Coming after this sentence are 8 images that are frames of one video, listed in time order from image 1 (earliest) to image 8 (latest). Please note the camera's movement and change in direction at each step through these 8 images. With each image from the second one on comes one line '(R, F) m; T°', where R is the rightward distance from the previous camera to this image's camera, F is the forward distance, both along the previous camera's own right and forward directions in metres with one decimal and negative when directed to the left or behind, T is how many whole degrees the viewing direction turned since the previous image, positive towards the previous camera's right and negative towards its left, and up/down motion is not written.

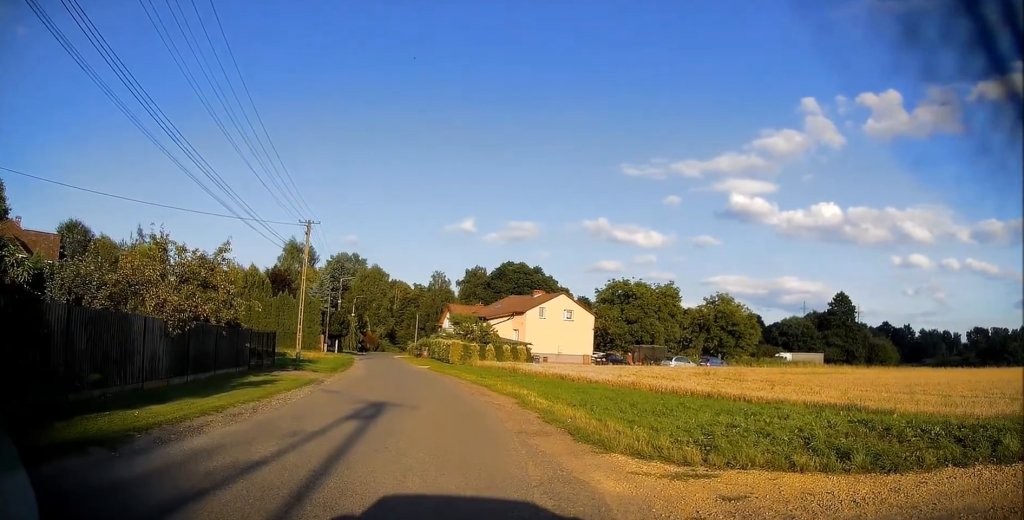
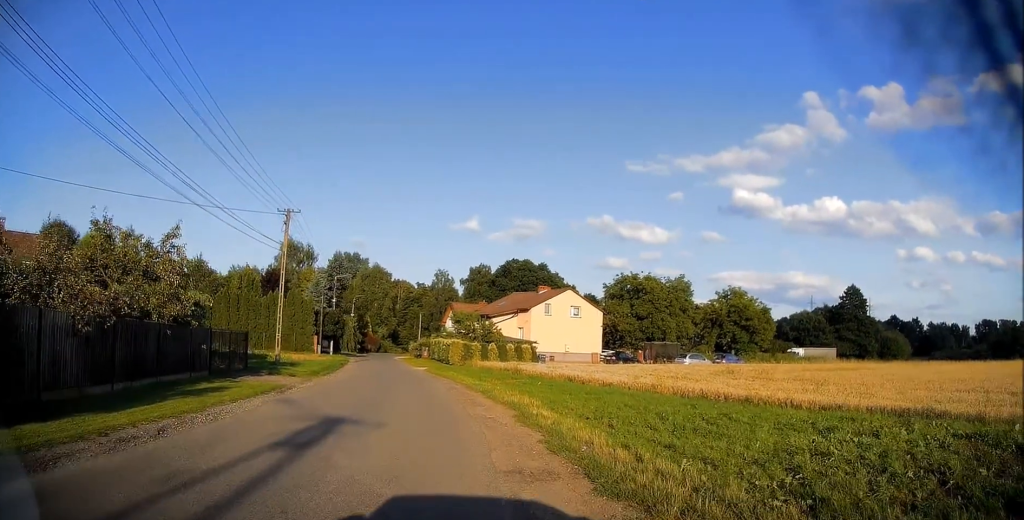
(+0.1, +2.3) m; +3°
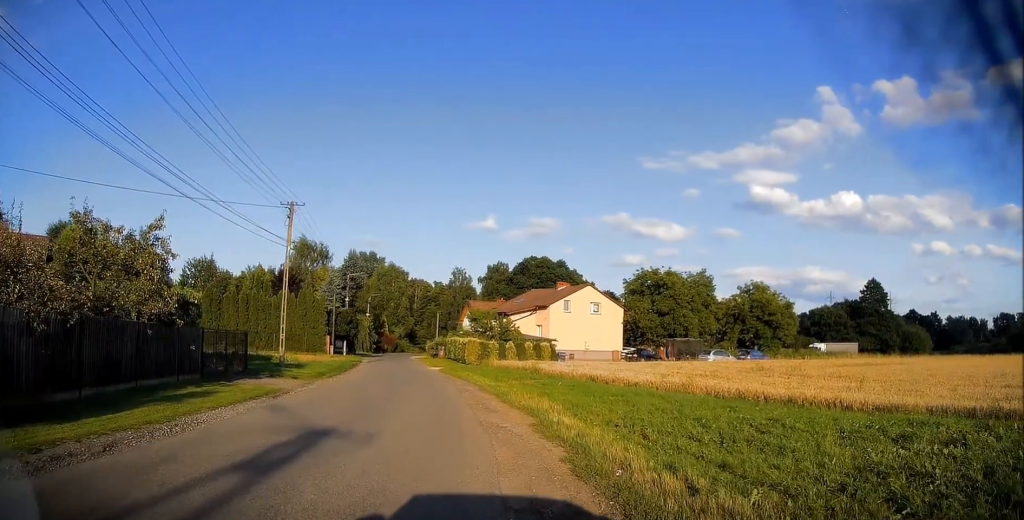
(0.0, +1.0) m; 0°
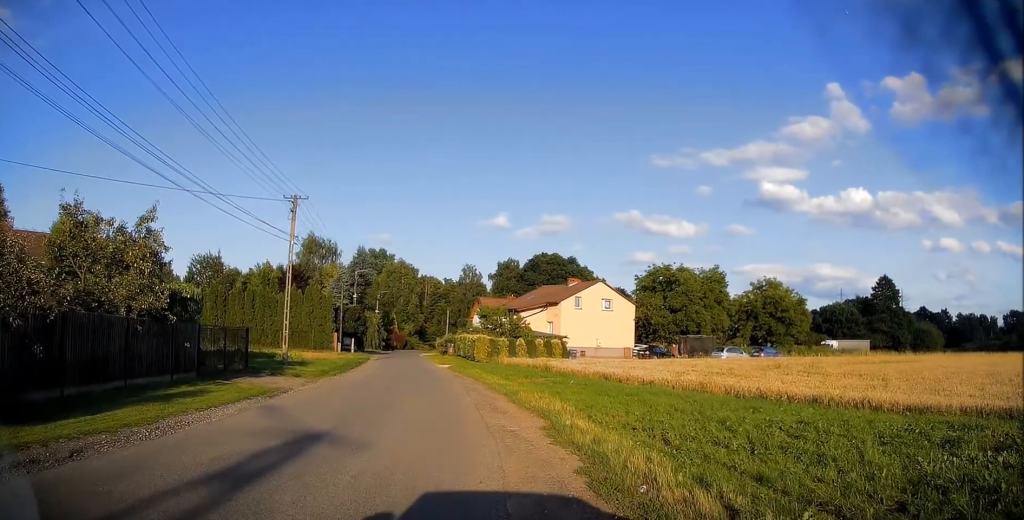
(-0.1, +0.6) m; 0°
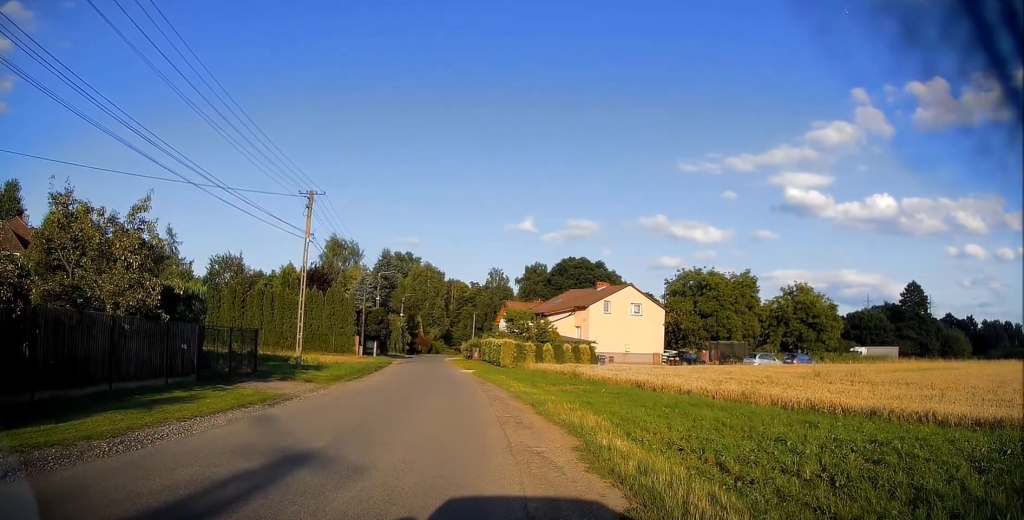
(-0.1, +1.2) m; 0°
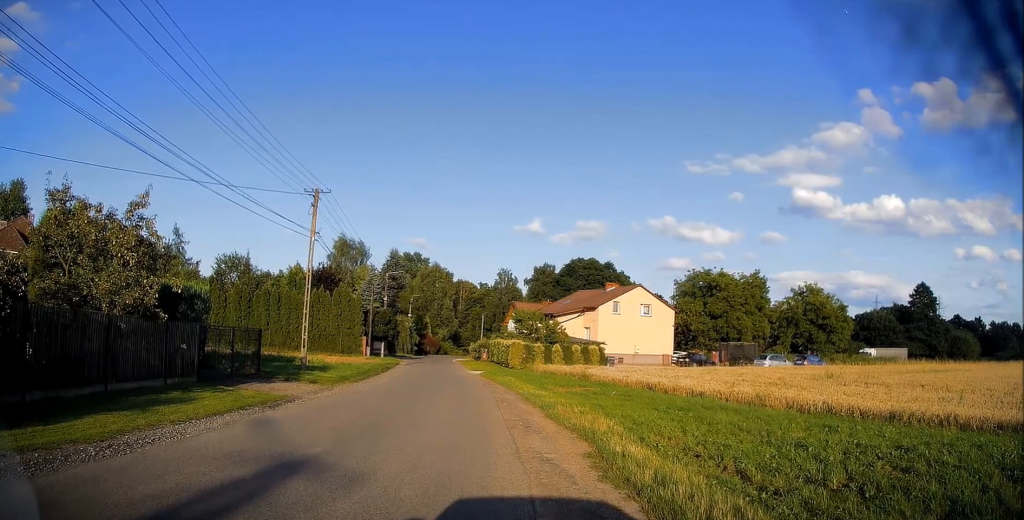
(+0.4, +0.2) m; 0°
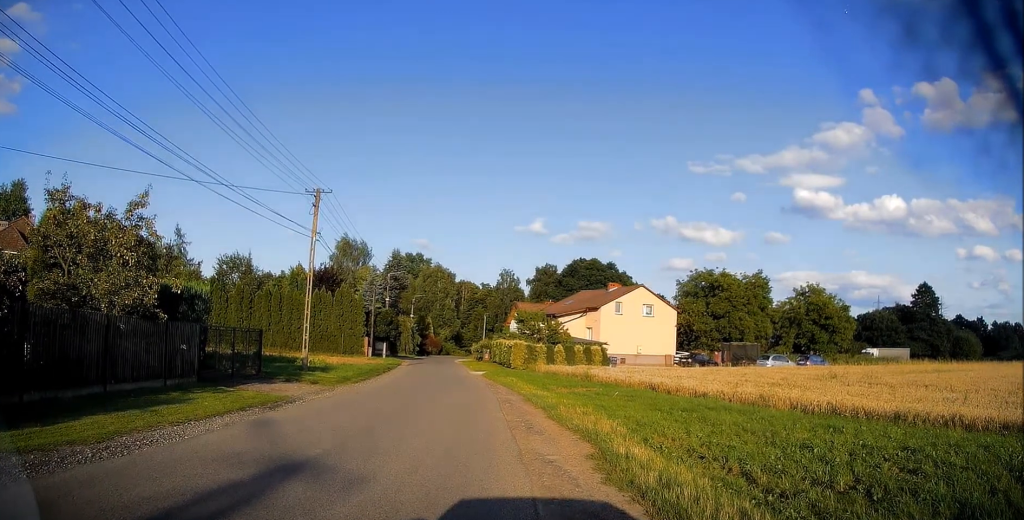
(+0.1, +0.1) m; 0°
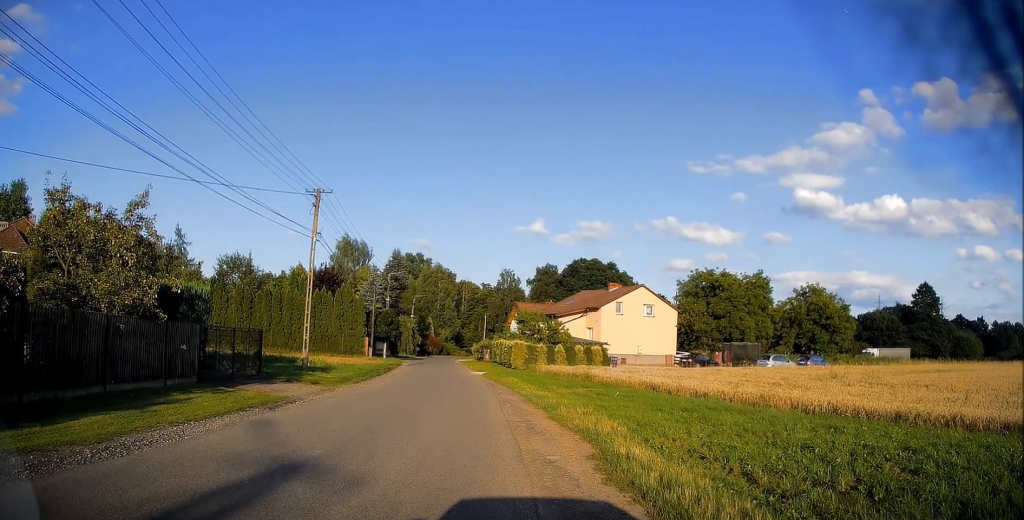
(-0.3, 0.0) m; 0°
